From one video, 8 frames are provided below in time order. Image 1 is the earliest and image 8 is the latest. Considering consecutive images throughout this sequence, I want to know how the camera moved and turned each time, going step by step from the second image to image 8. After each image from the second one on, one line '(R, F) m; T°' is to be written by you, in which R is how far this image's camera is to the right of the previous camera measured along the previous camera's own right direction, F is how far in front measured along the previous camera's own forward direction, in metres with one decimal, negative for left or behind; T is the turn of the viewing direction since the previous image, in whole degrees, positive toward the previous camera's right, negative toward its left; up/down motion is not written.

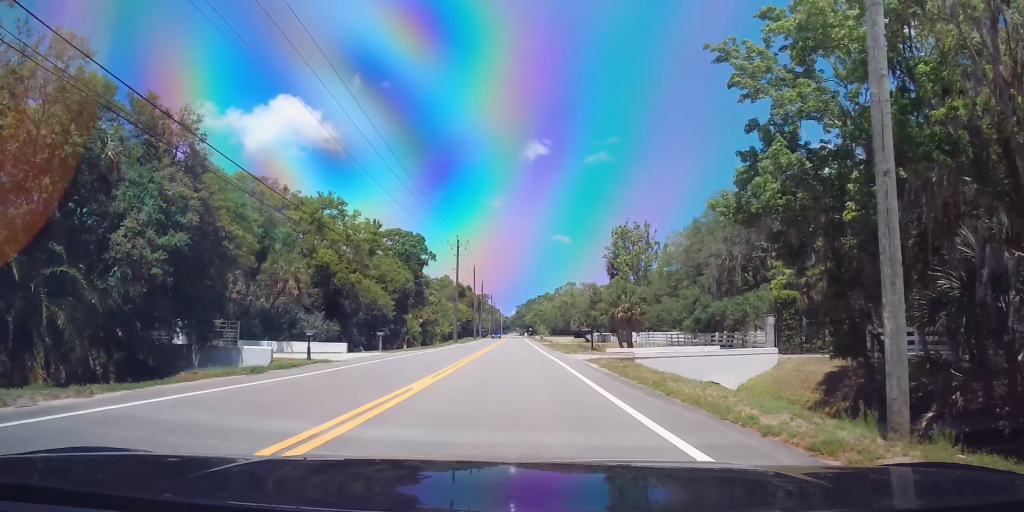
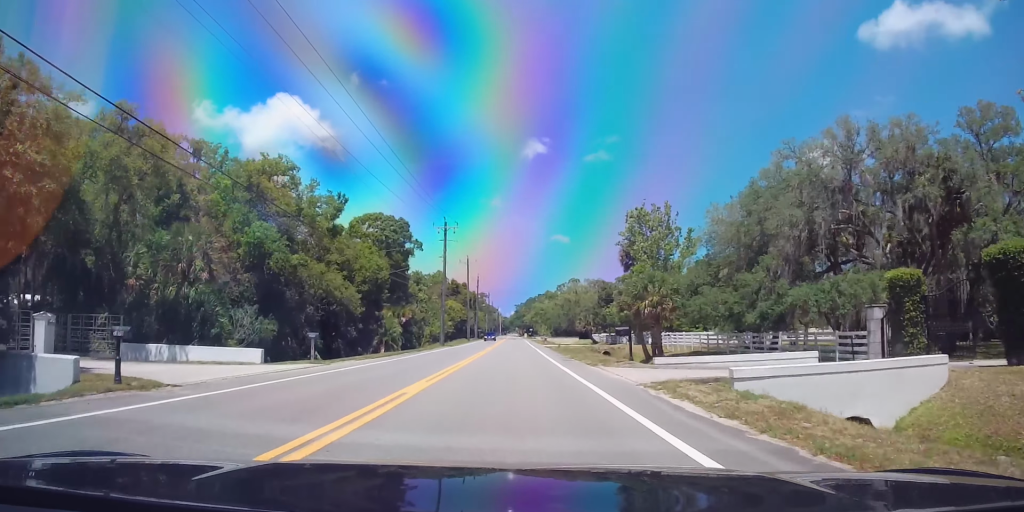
(0.0, +12.8) m; 0°
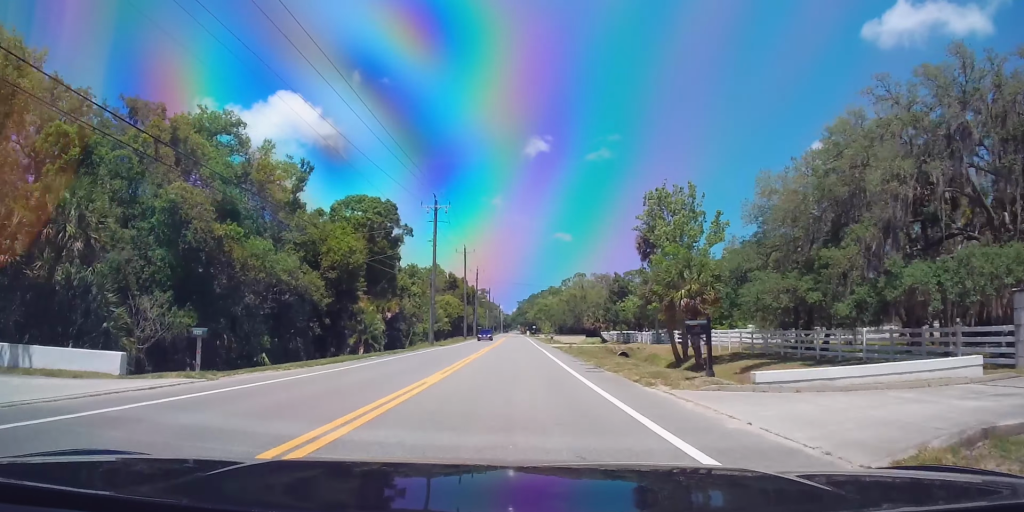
(0.0, +9.8) m; 0°
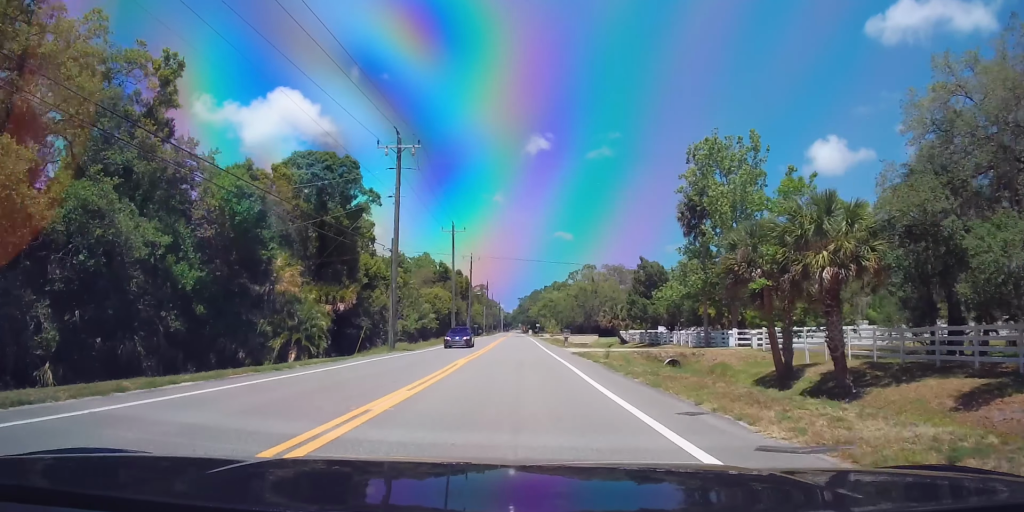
(0.0, +17.9) m; 0°
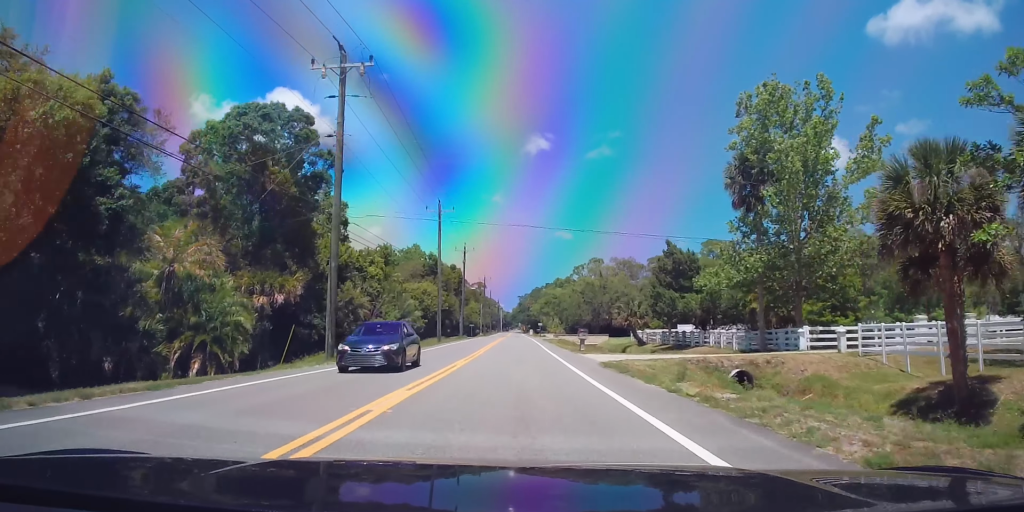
(+0.1, +12.4) m; -1°
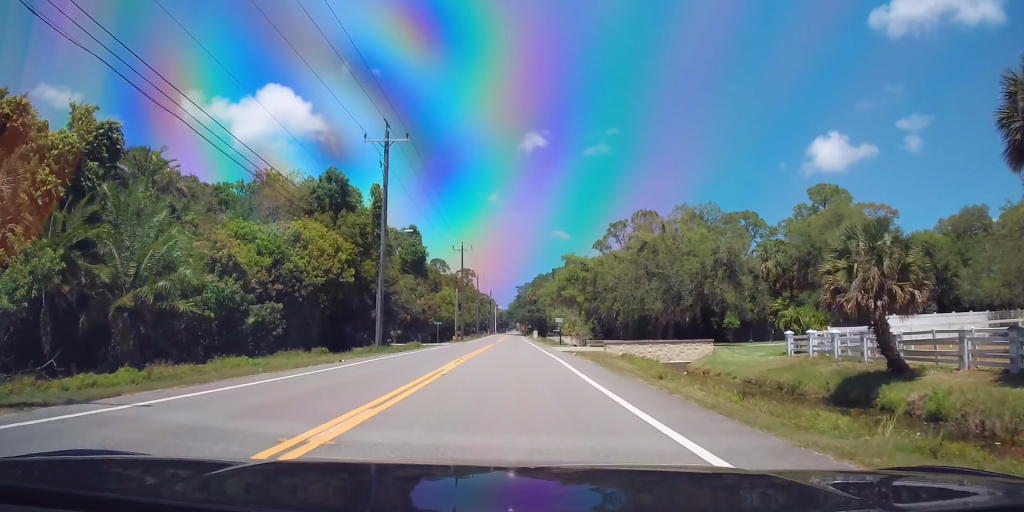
(+0.3, +52.0) m; +1°
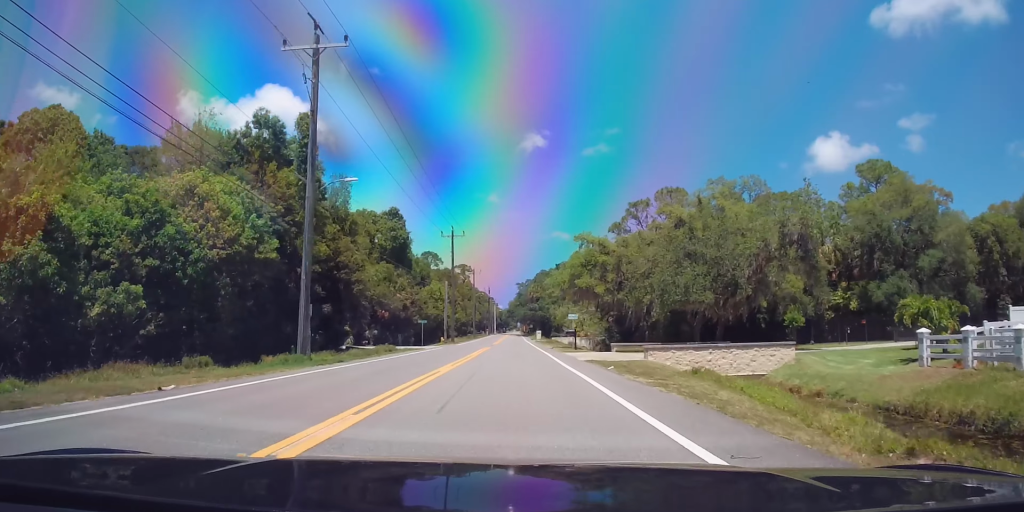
(0.0, +13.3) m; 0°
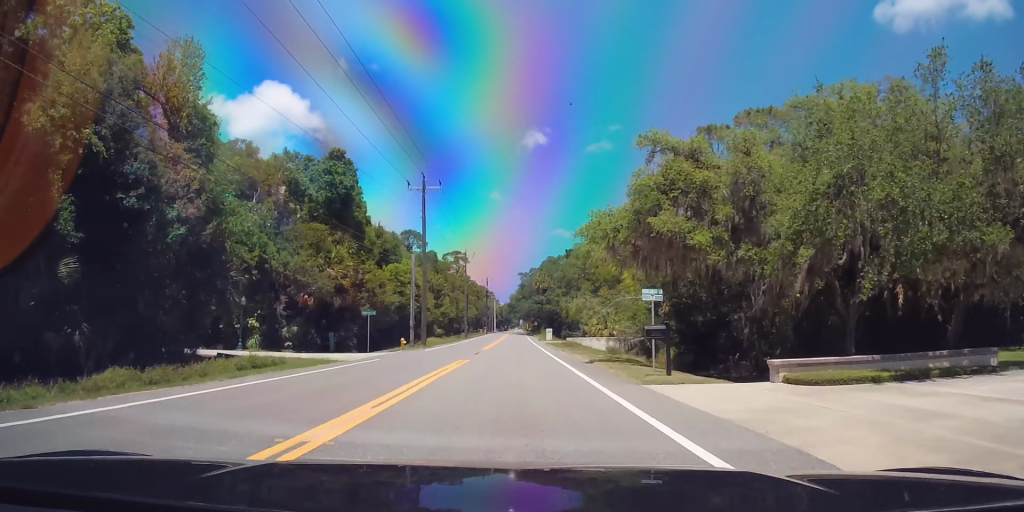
(0.0, +24.4) m; 0°
